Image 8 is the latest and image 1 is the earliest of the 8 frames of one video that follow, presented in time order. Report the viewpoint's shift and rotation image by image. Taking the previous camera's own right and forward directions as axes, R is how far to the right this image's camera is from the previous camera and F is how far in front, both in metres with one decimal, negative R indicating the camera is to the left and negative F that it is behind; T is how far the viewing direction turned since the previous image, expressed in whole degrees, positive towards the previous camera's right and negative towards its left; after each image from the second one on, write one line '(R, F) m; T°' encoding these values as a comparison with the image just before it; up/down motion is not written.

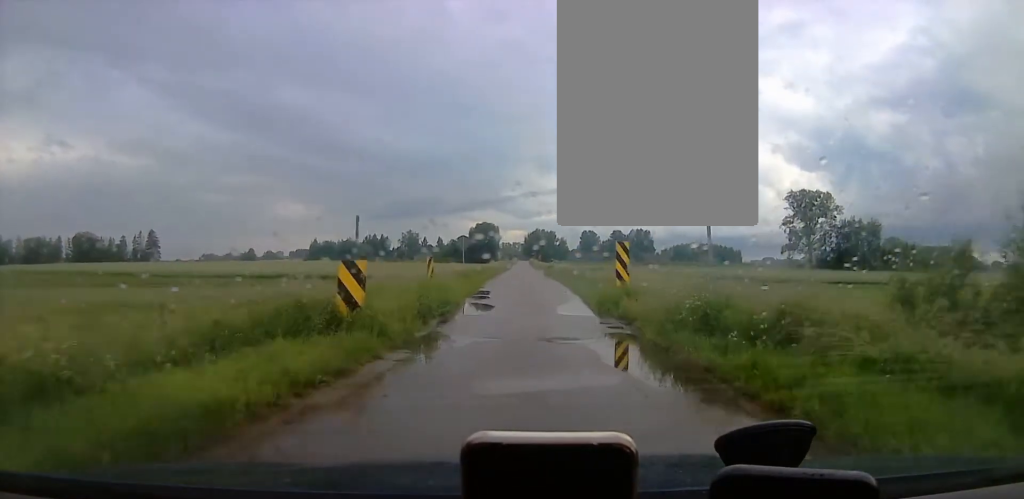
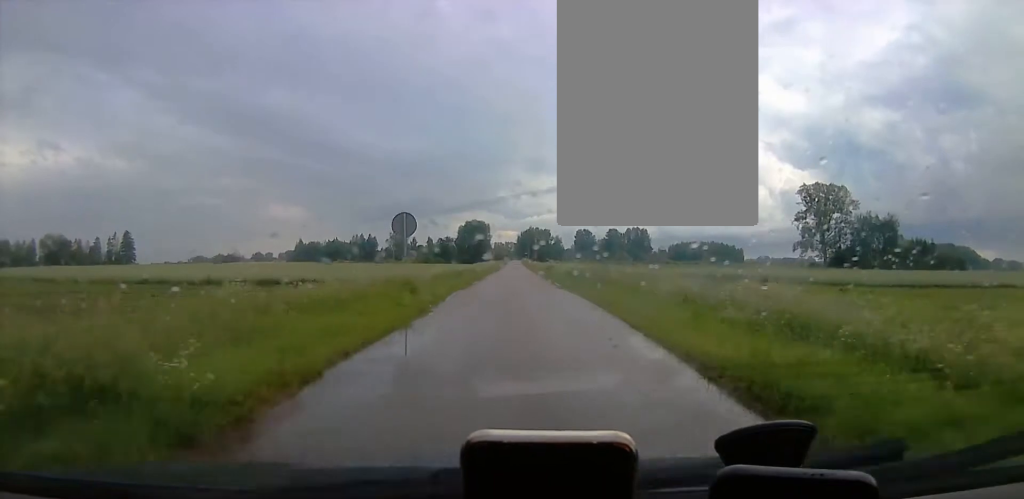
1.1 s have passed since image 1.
(+0.1, +17.8) m; 0°
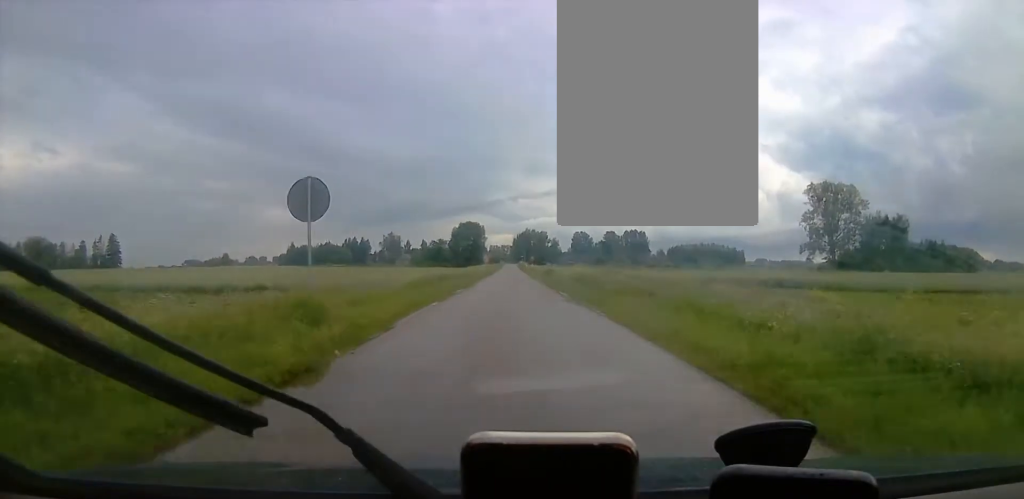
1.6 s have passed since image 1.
(0.0, +8.7) m; 0°
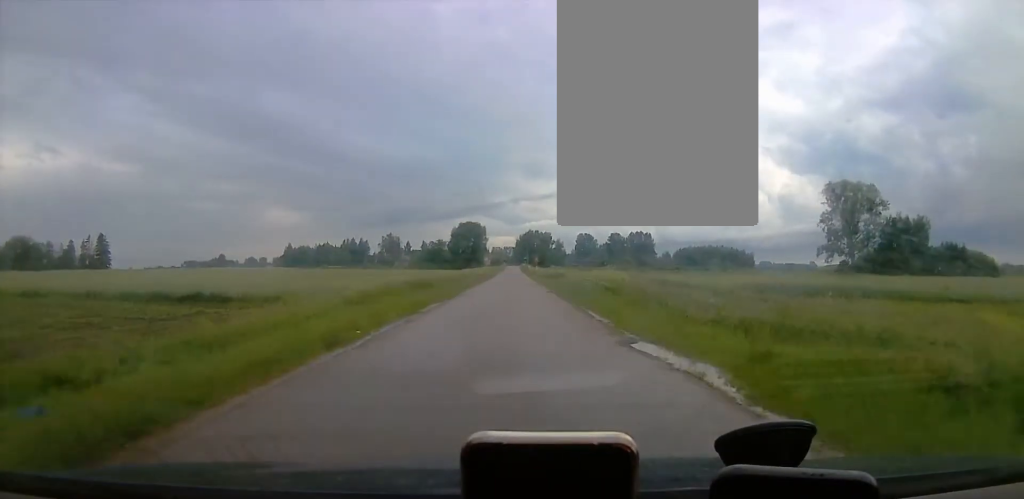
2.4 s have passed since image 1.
(-0.2, +10.3) m; 0°
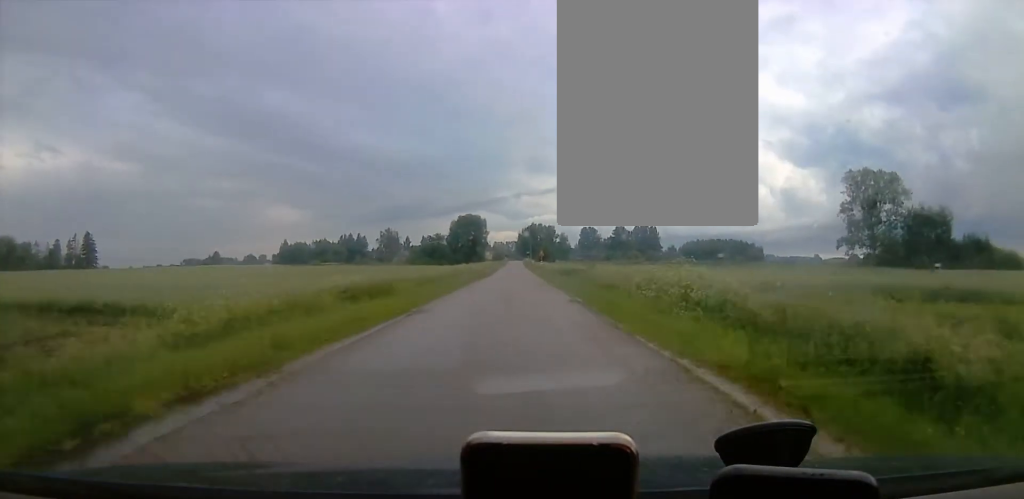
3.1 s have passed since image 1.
(0.0, +10.6) m; 0°
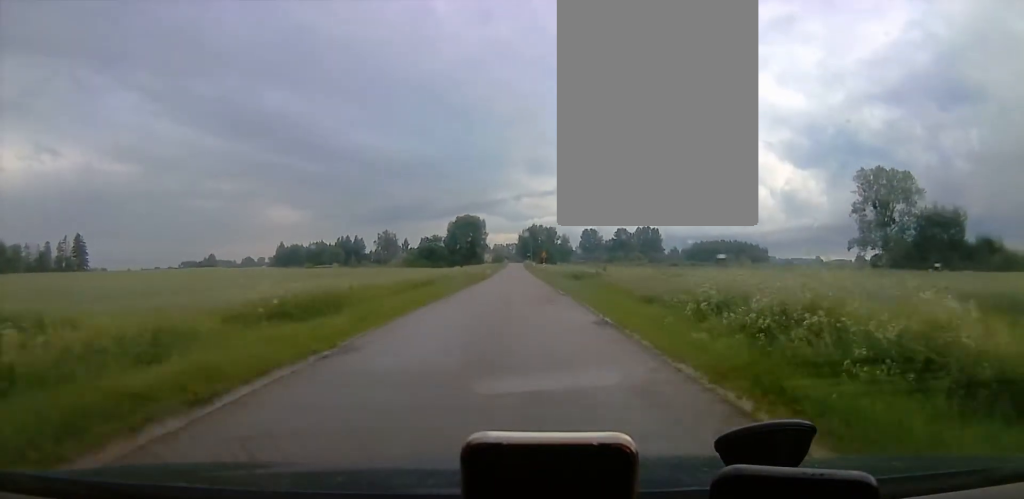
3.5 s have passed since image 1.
(0.0, +6.5) m; 0°
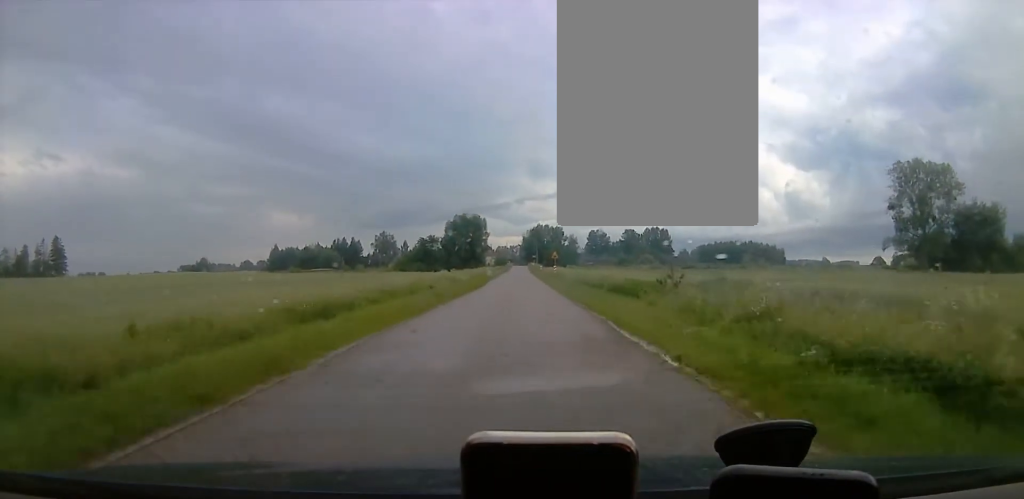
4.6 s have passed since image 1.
(+0.1, +18.3) m; 0°
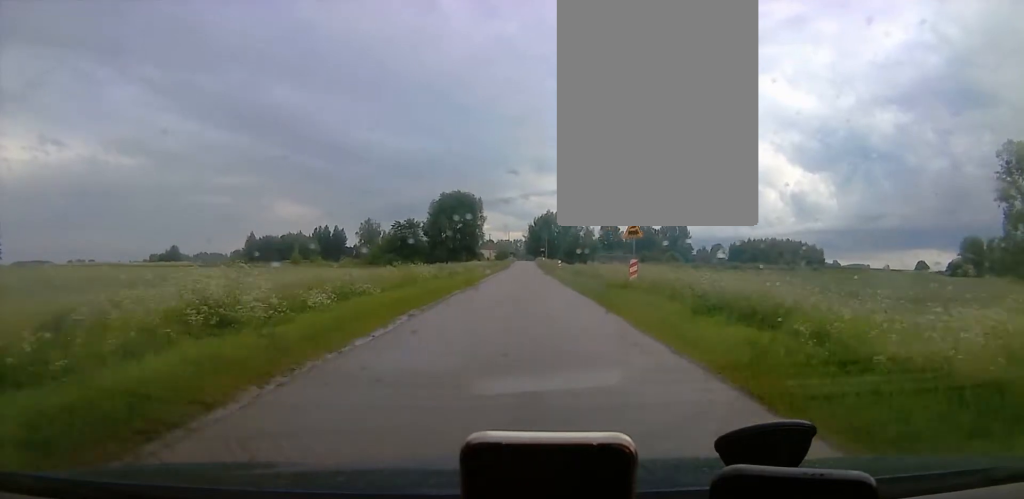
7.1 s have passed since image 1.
(-0.2, +41.5) m; 0°
